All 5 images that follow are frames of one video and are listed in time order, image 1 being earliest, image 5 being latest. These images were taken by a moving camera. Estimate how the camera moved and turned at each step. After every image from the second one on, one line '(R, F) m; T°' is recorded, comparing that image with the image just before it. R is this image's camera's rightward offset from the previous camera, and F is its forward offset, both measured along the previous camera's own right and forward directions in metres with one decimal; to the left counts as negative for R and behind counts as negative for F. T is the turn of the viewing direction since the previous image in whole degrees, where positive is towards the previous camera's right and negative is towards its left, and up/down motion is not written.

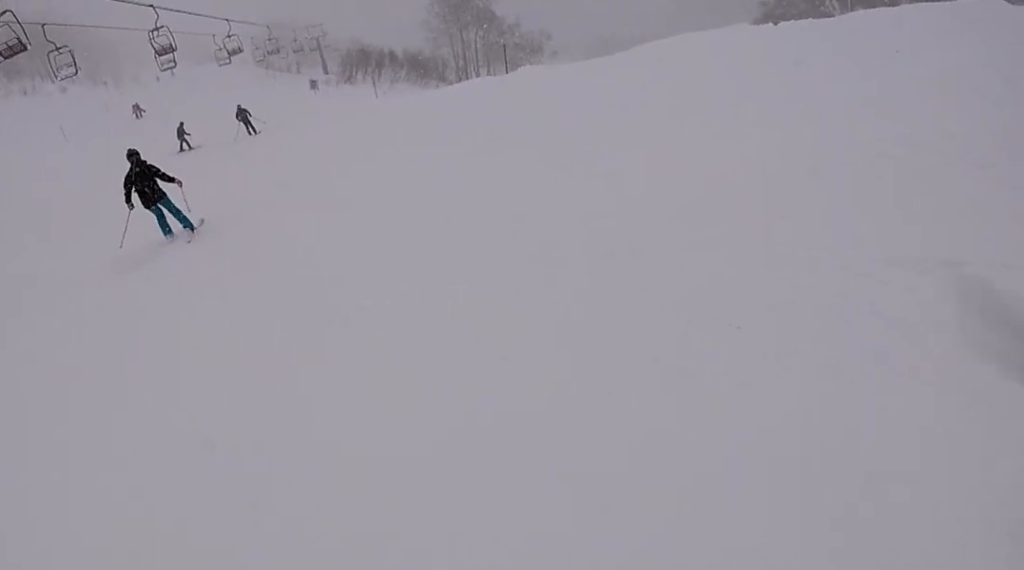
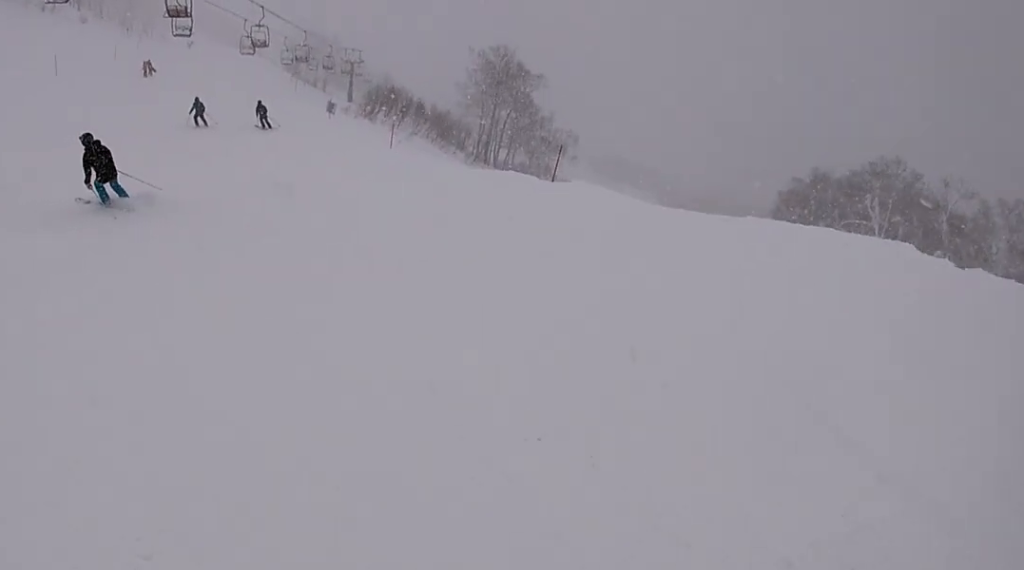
(+0.7, +5.1) m; -5°
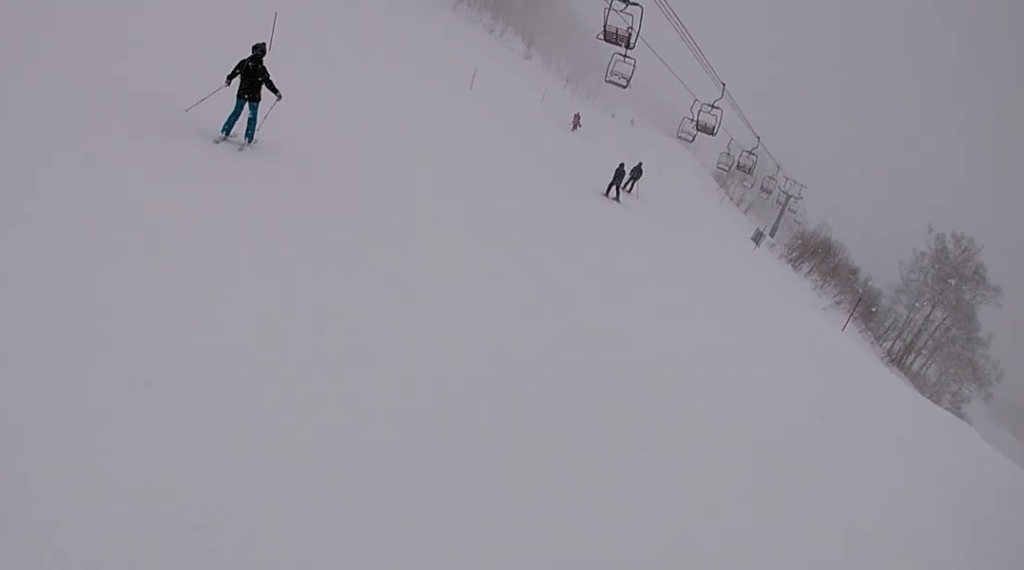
(-2.2, +8.1) m; -20°
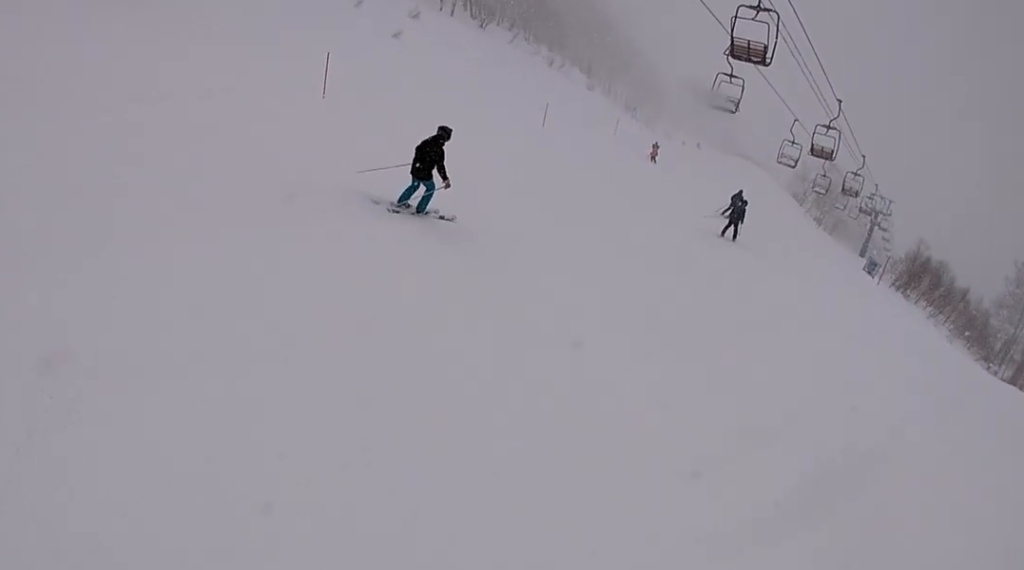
(0.0, +4.2) m; 0°
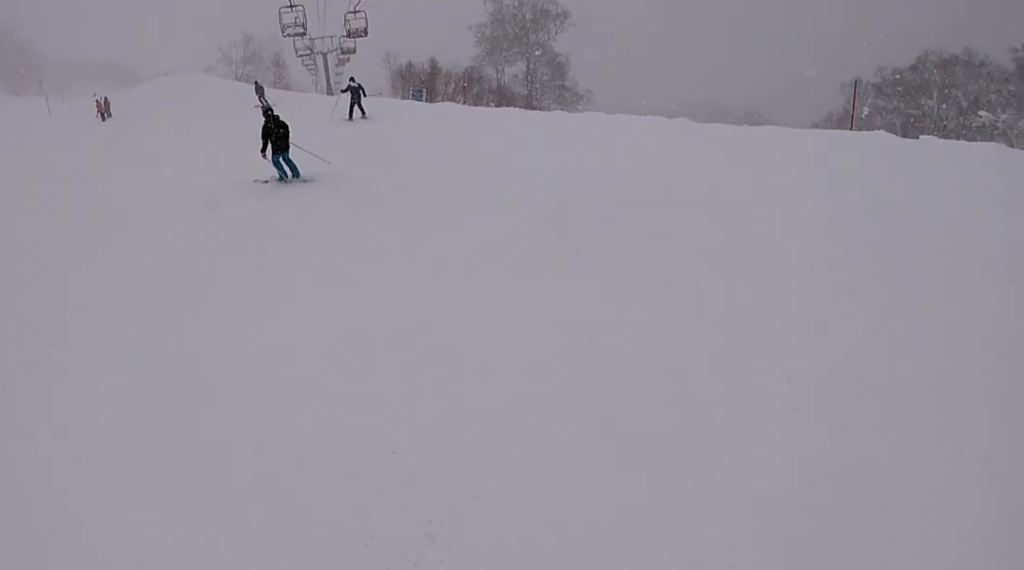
(+0.7, +11.3) m; +20°
